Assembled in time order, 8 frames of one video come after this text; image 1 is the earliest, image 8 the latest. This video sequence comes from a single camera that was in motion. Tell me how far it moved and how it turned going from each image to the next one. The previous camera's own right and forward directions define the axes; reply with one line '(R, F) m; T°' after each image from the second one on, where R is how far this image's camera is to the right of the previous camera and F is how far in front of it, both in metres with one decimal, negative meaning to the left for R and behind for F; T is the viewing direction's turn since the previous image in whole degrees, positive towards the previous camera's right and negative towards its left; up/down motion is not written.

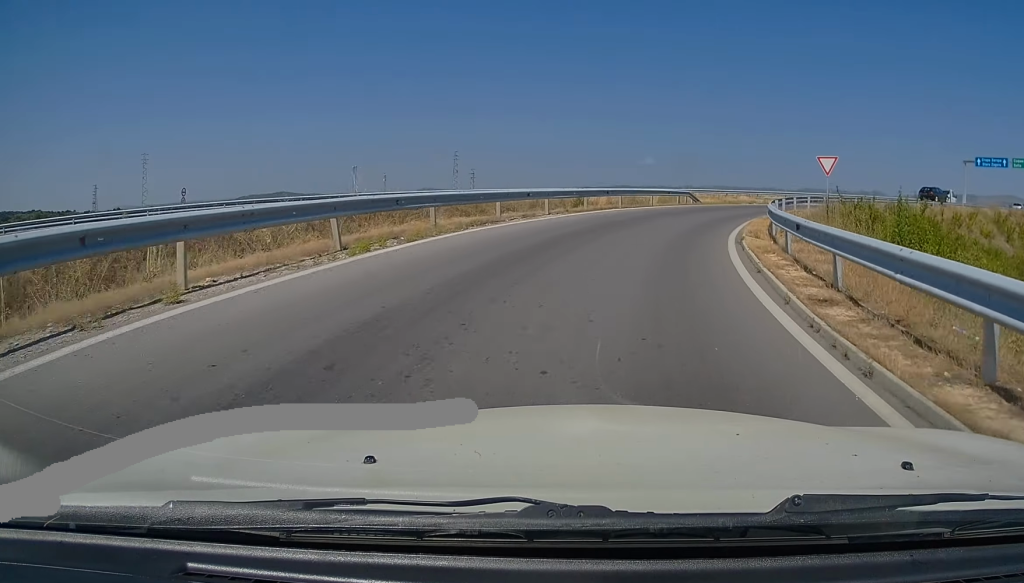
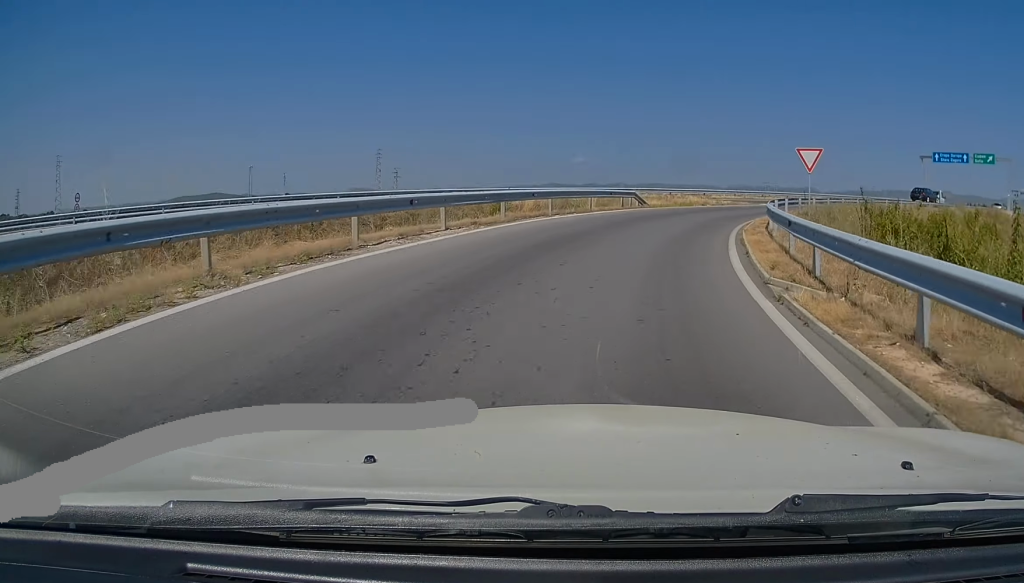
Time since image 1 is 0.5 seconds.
(+0.4, +7.3) m; +6°
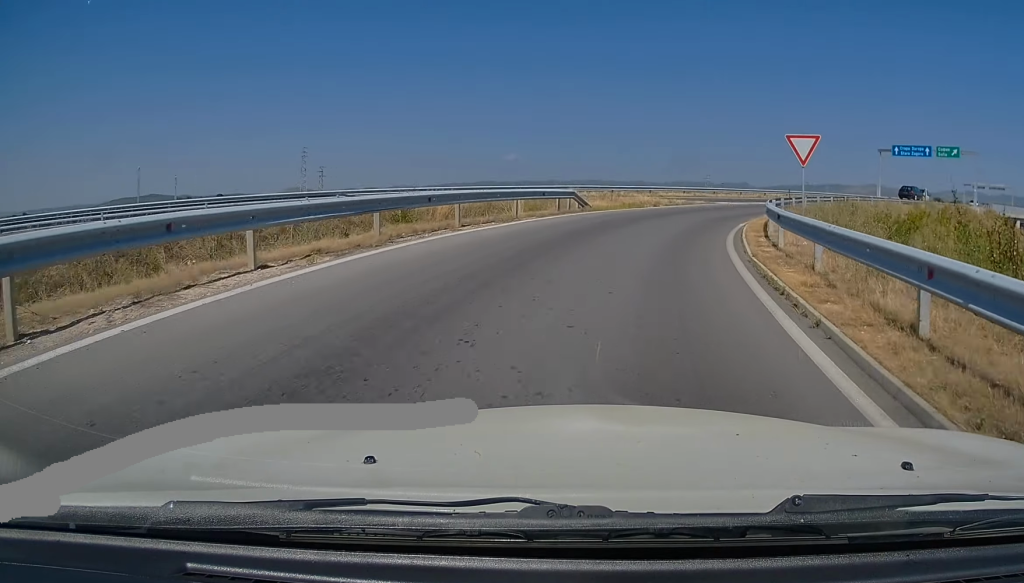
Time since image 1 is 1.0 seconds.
(-0.1, +6.8) m; +6°
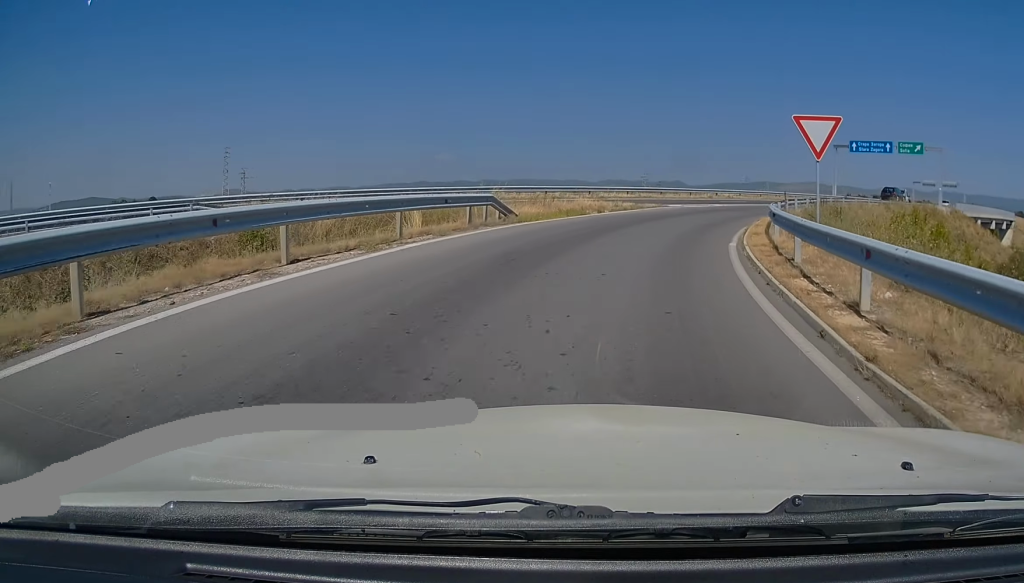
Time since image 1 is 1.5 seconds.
(+0.8, +6.9) m; +5°
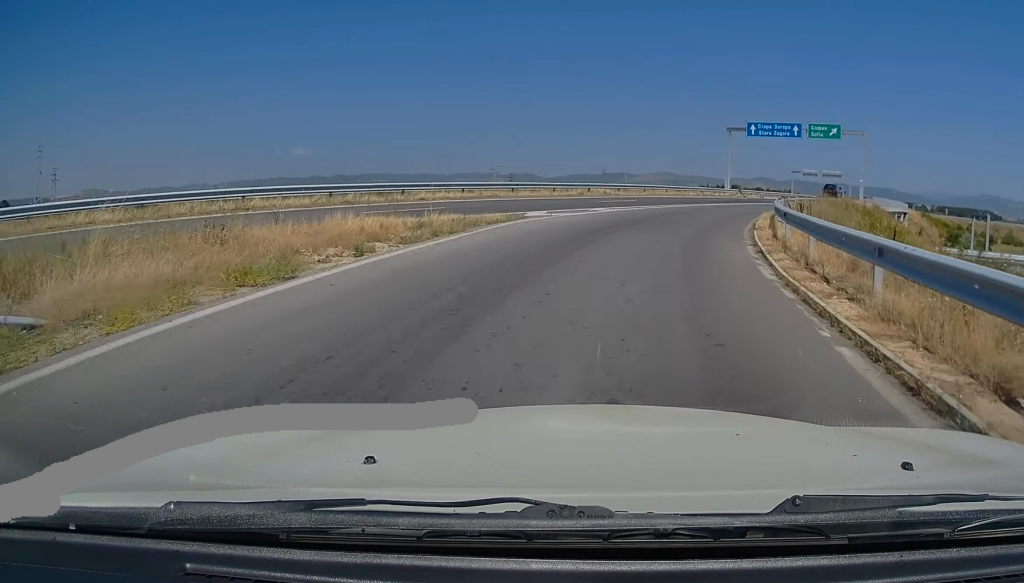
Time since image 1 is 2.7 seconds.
(+1.6, +16.5) m; +12°
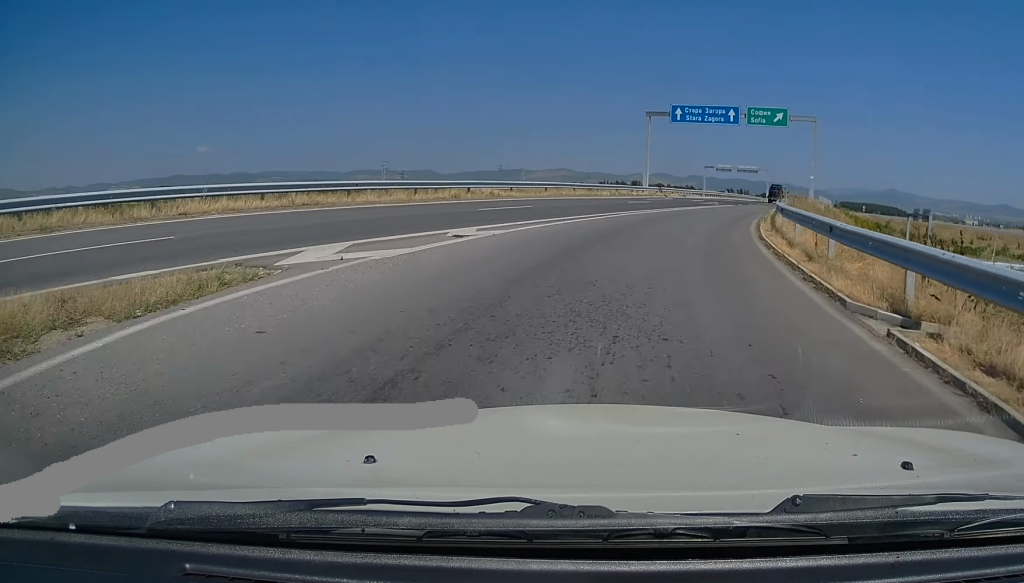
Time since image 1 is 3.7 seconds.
(+1.2, +13.0) m; +9°
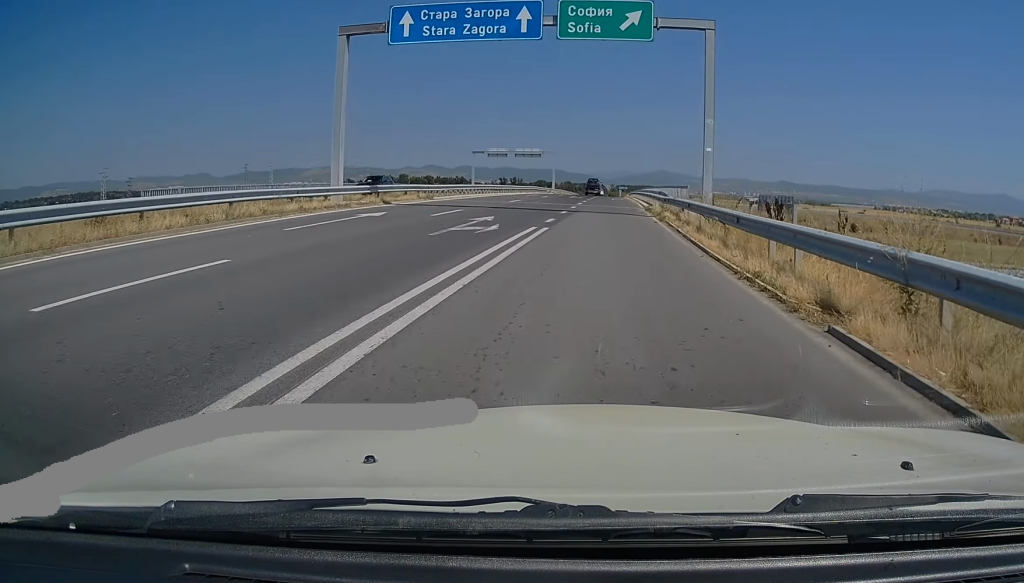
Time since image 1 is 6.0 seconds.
(+6.0, +32.1) m; +20°
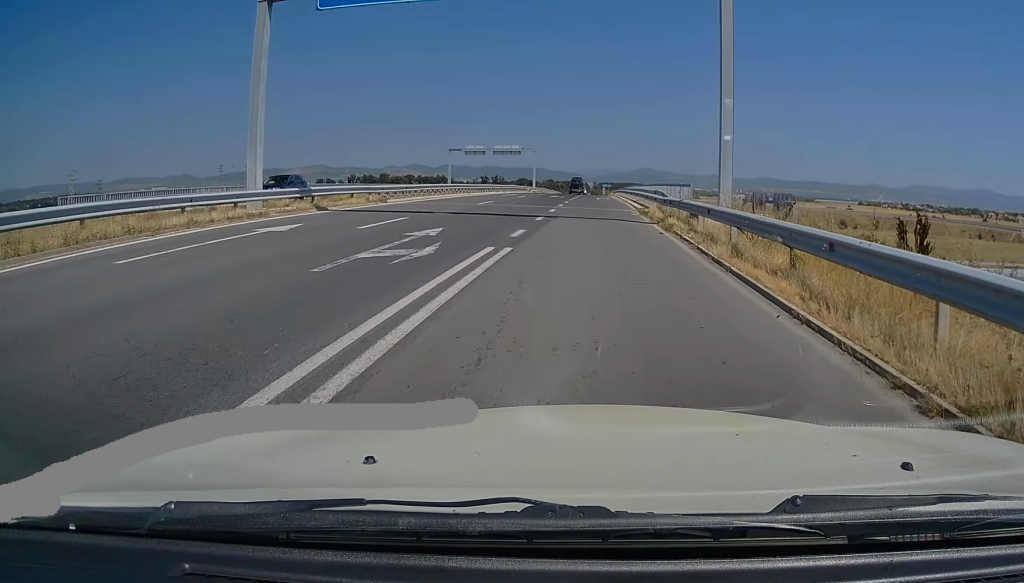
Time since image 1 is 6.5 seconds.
(+0.2, +6.1) m; +2°
